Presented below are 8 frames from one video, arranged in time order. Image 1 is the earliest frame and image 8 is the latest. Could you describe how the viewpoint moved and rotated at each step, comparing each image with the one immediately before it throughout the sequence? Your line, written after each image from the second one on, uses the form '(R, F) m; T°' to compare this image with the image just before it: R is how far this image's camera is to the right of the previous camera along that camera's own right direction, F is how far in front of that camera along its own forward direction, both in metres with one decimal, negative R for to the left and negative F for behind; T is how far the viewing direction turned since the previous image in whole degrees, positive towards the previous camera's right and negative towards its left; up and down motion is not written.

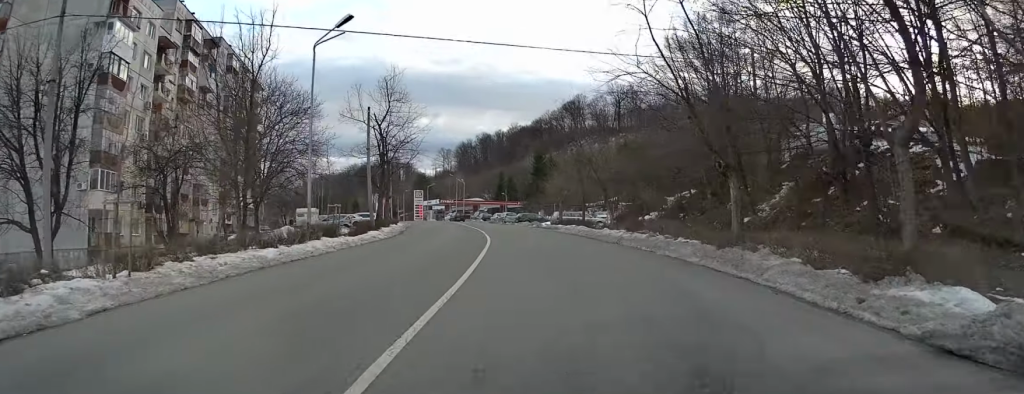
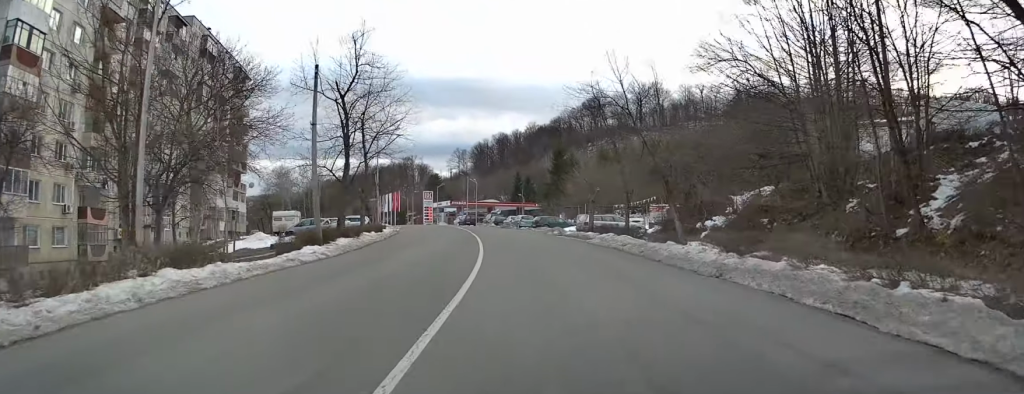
(-0.3, +12.2) m; -2°
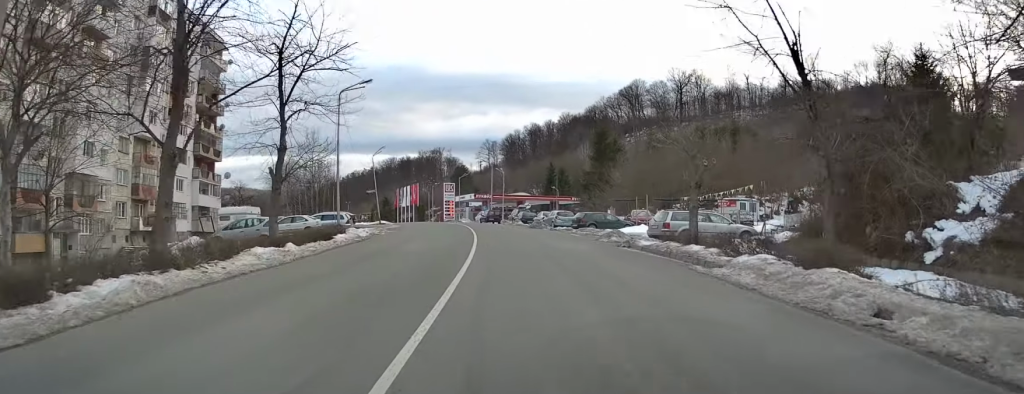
(-0.2, +17.8) m; -2°
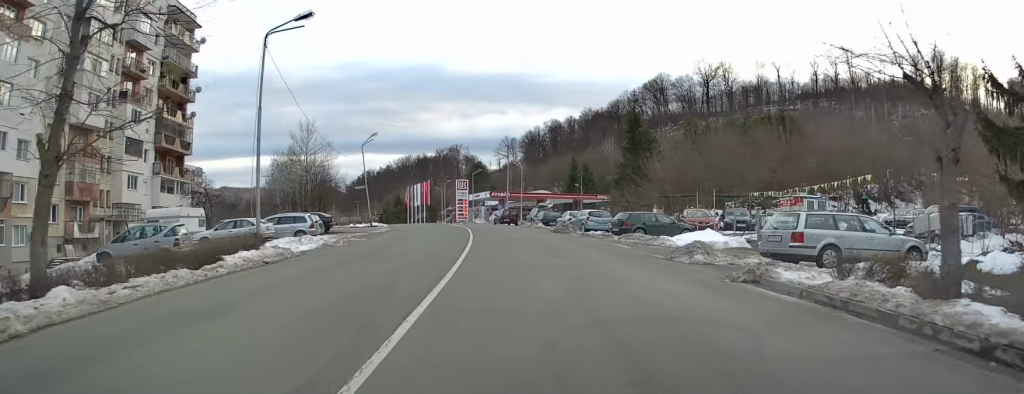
(-0.2, +12.0) m; -2°
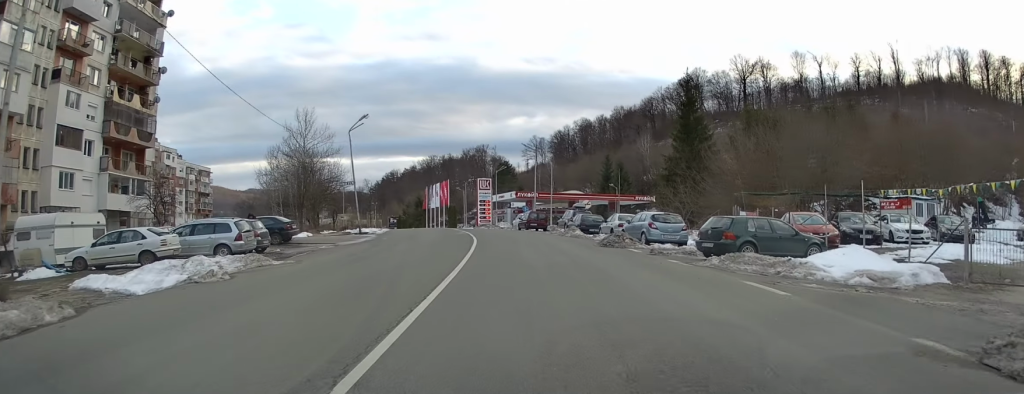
(-0.3, +12.6) m; -3°
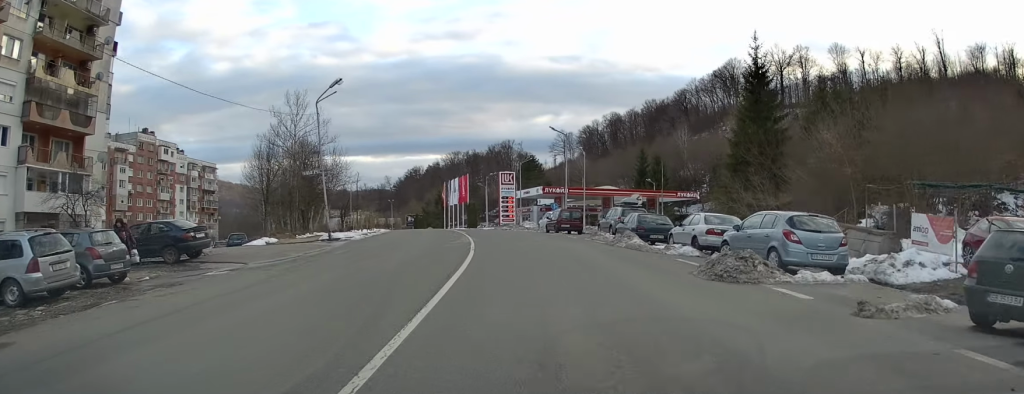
(-0.3, +12.1) m; -3°
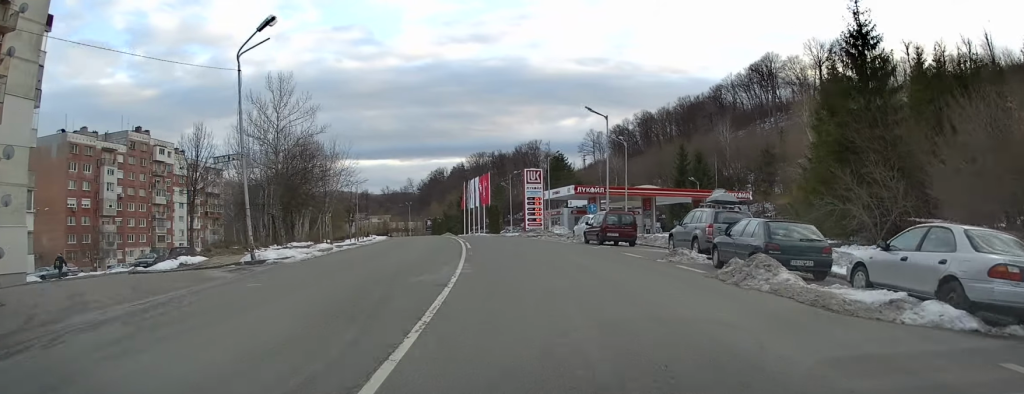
(-0.3, +12.2) m; -3°
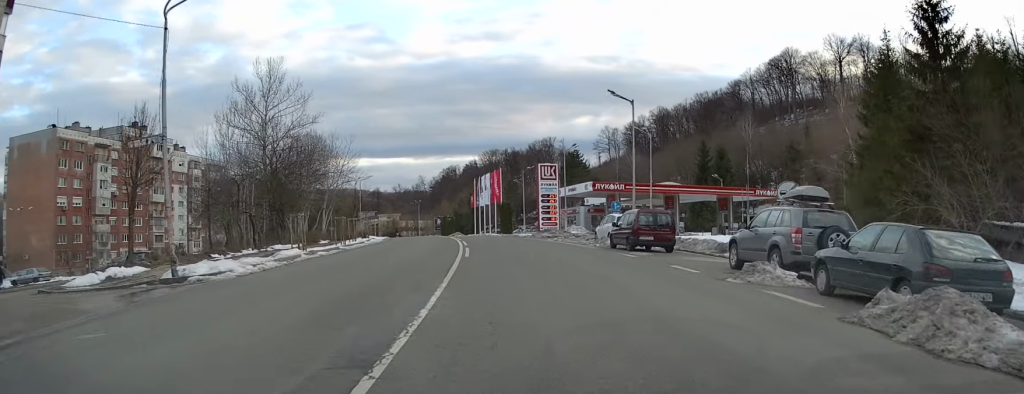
(0.0, +5.7) m; -1°
